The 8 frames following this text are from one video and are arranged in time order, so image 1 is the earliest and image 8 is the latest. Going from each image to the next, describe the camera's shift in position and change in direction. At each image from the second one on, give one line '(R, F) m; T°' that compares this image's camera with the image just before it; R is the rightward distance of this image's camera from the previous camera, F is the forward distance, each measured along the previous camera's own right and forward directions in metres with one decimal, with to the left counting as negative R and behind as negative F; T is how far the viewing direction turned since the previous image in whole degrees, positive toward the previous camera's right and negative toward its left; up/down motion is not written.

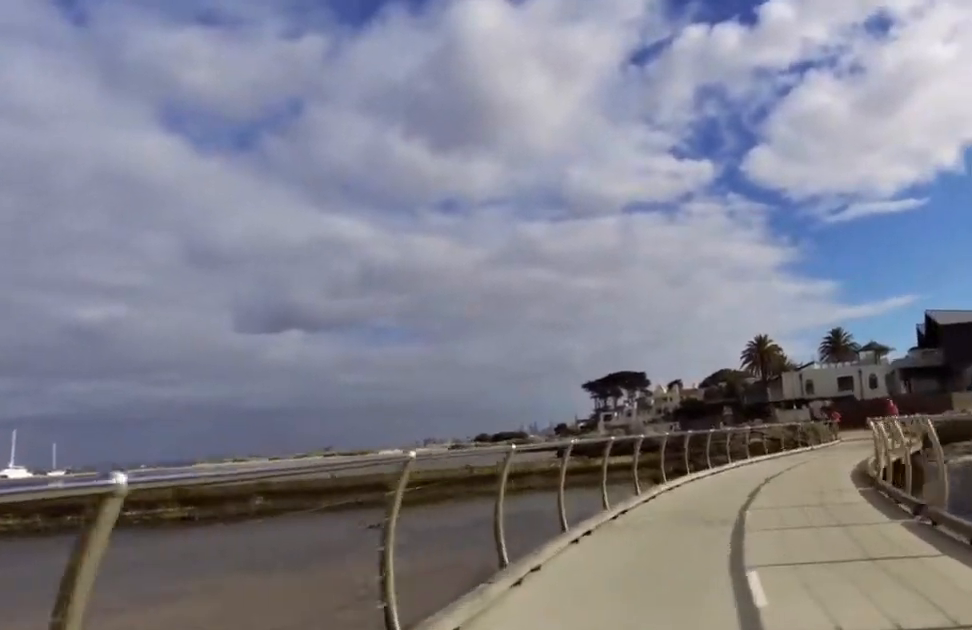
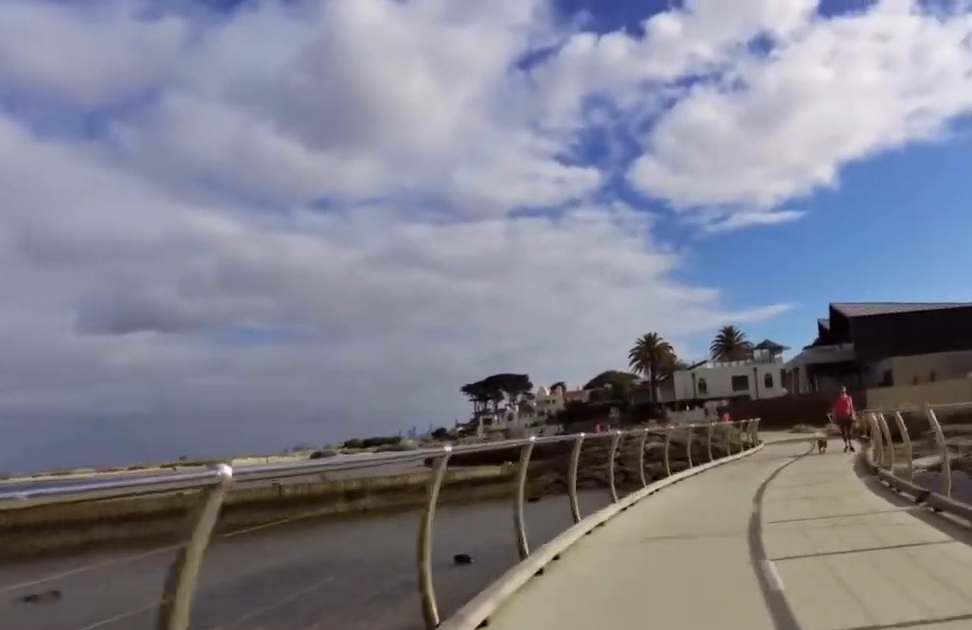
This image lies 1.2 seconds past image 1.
(-0.6, +8.0) m; +7°
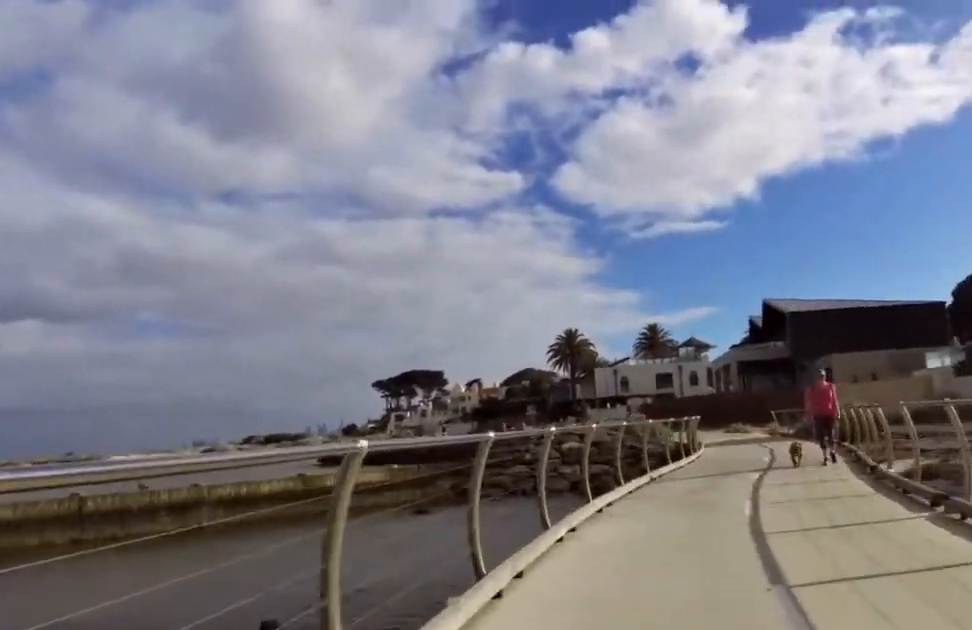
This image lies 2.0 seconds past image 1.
(+1.0, +4.7) m; +8°
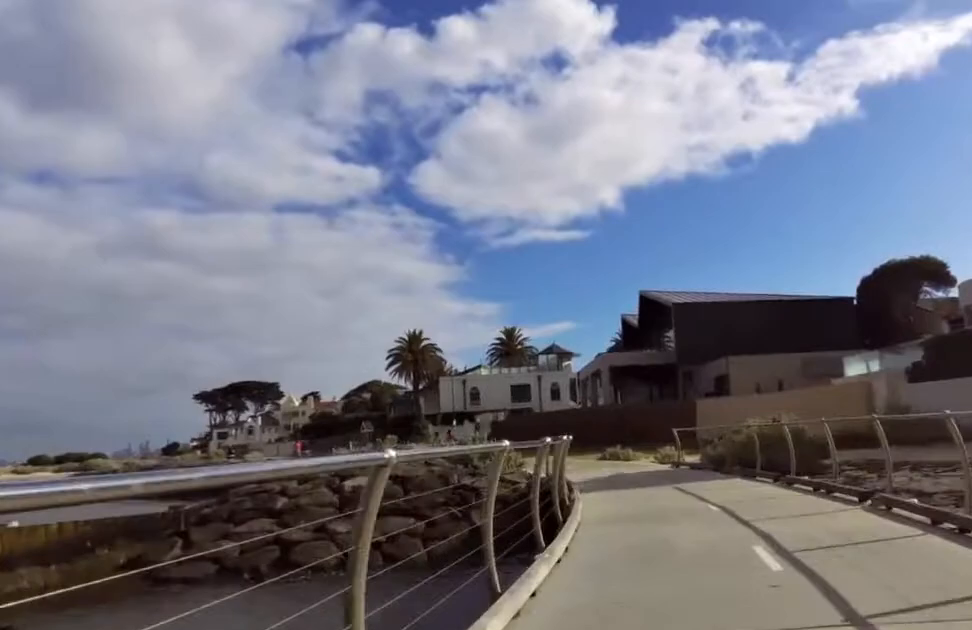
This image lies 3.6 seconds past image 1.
(+0.5, +10.3) m; +8°
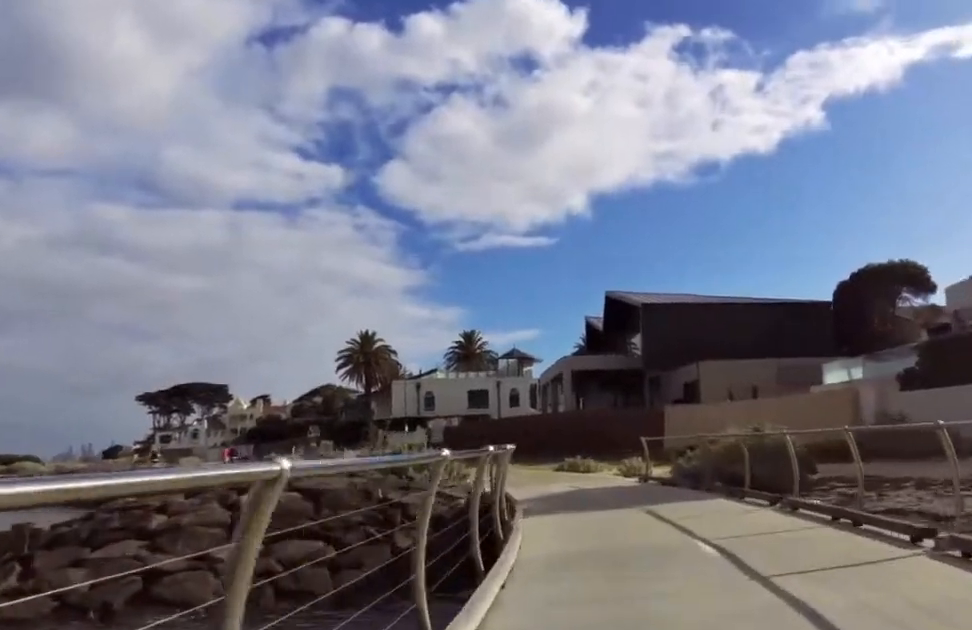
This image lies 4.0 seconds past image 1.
(+0.4, +2.8) m; +4°
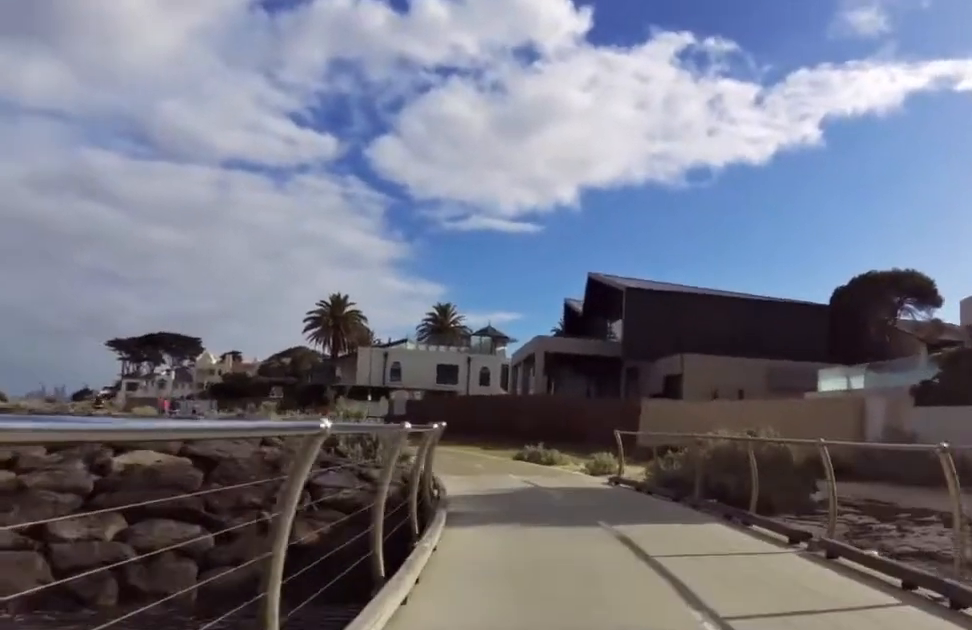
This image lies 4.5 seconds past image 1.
(+0.2, +3.0) m; +3°
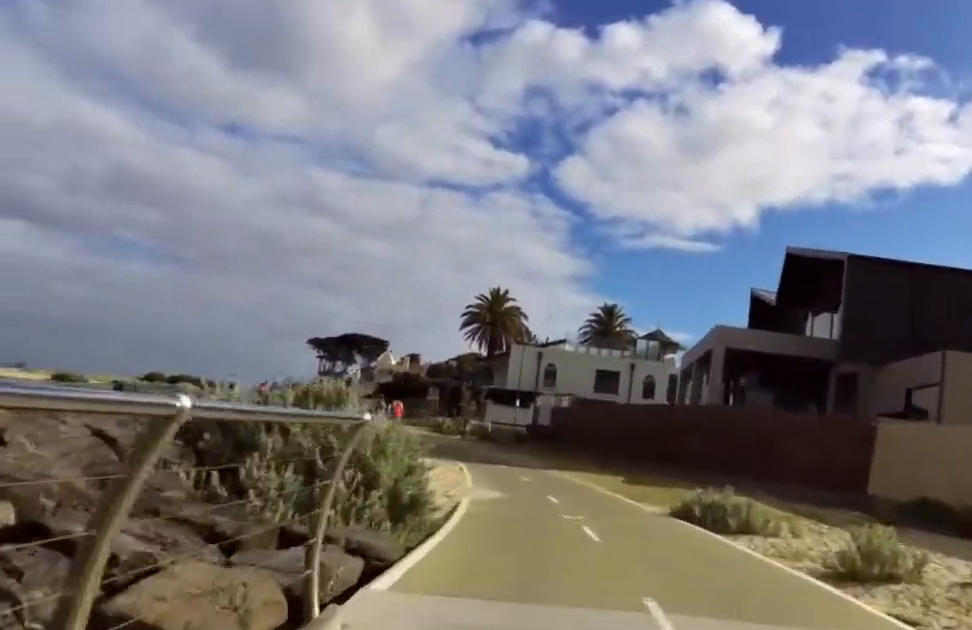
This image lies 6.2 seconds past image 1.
(-1.6, +11.0) m; -10°
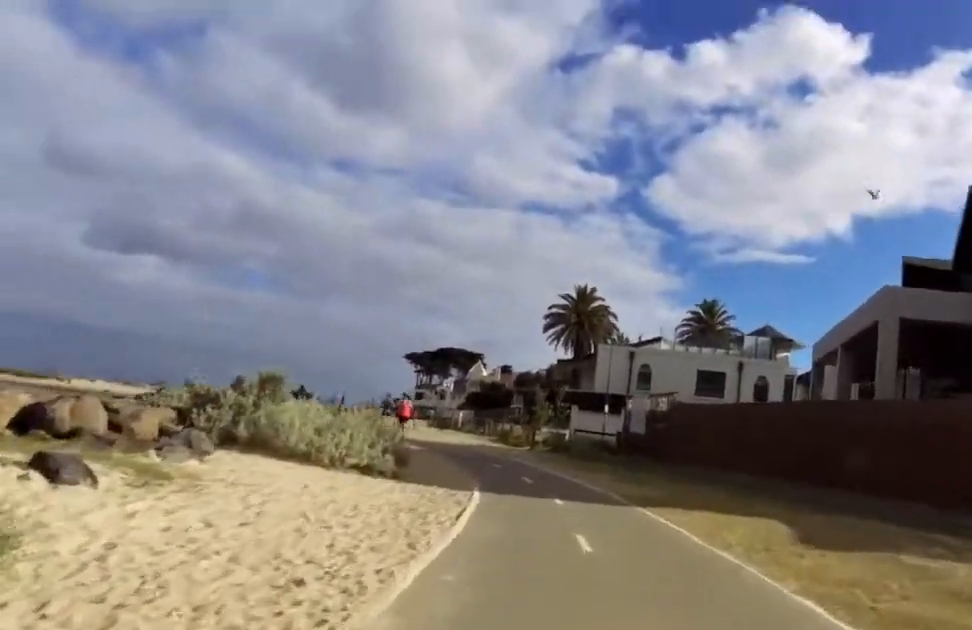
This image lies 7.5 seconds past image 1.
(+0.6, +9.1) m; -5°
